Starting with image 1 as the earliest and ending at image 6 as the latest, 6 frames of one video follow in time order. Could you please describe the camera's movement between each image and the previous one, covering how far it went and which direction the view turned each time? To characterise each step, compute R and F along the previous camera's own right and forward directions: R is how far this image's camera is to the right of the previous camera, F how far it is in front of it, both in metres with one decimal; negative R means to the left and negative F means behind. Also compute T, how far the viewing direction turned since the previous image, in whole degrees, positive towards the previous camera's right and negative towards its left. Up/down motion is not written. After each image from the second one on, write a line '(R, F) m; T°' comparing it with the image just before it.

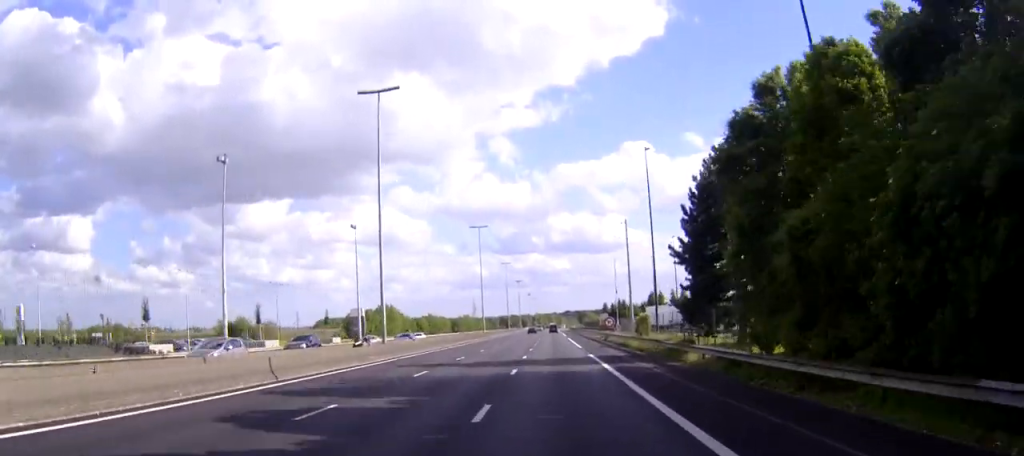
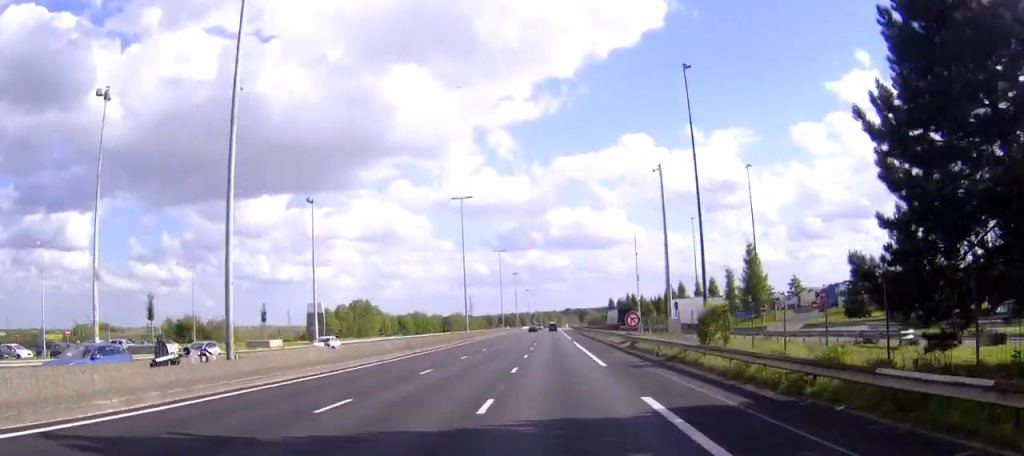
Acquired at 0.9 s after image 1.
(+0.1, +24.4) m; 0°
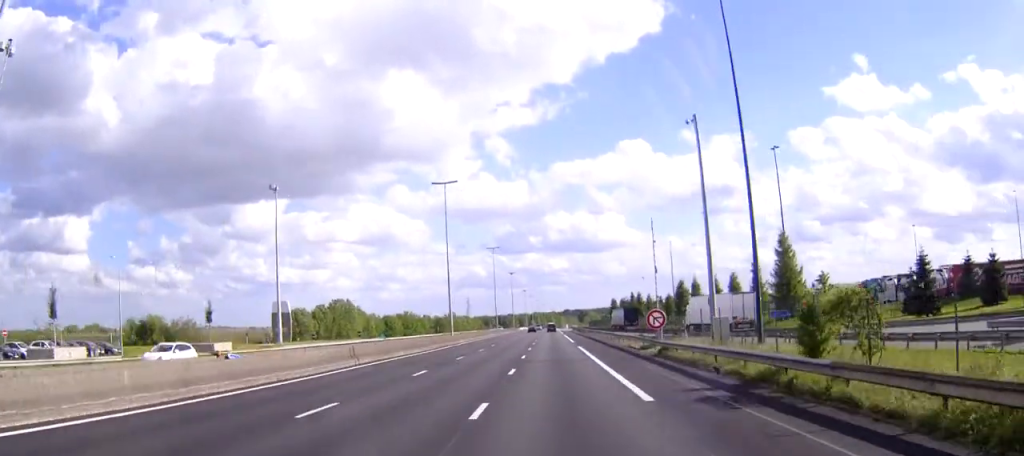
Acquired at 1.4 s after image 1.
(0.0, +14.1) m; 0°
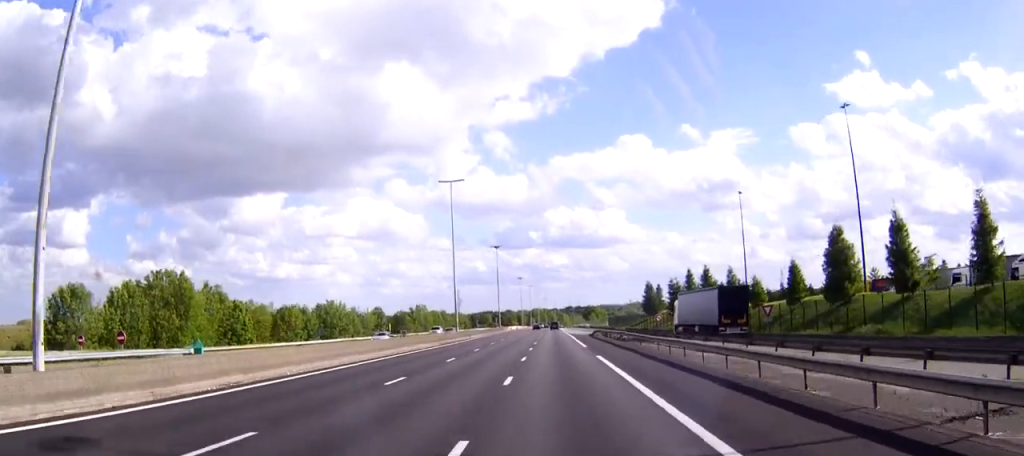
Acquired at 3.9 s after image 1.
(-0.2, +70.3) m; 0°
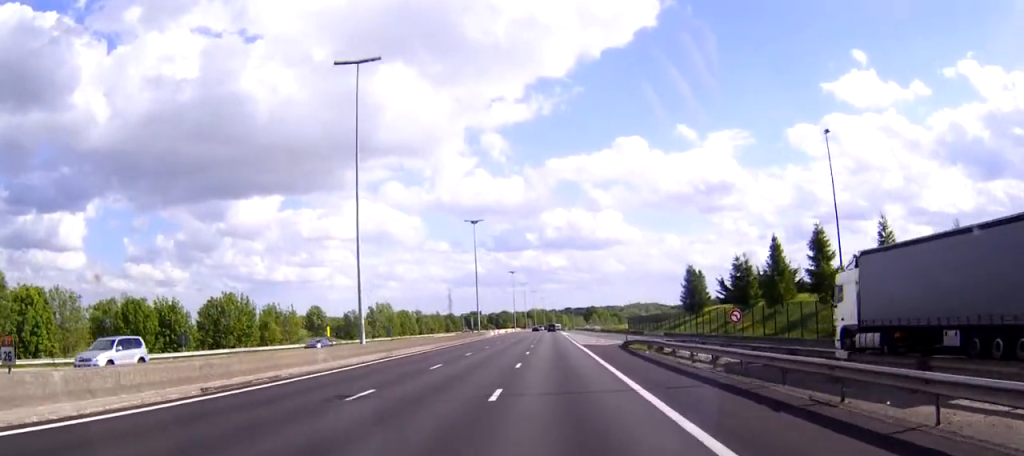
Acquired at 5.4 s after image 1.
(+0.1, +42.8) m; 0°
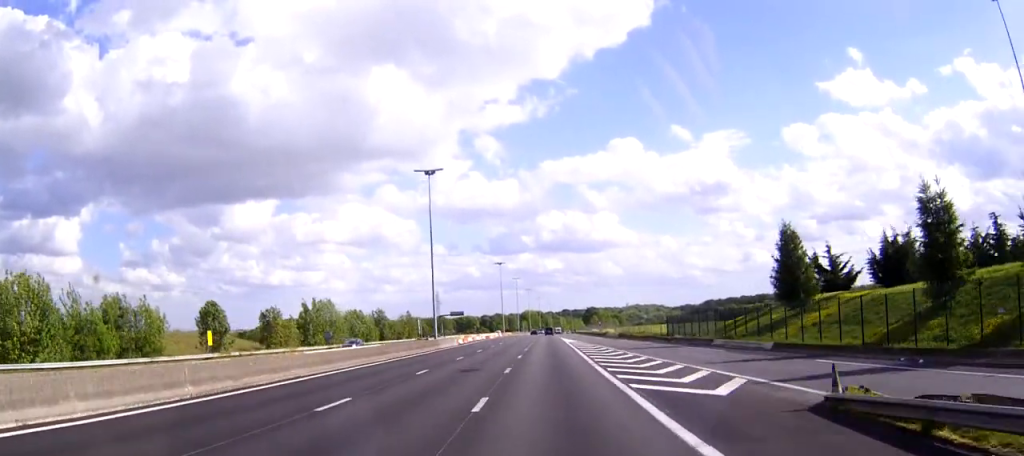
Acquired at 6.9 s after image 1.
(0.0, +40.8) m; 0°
